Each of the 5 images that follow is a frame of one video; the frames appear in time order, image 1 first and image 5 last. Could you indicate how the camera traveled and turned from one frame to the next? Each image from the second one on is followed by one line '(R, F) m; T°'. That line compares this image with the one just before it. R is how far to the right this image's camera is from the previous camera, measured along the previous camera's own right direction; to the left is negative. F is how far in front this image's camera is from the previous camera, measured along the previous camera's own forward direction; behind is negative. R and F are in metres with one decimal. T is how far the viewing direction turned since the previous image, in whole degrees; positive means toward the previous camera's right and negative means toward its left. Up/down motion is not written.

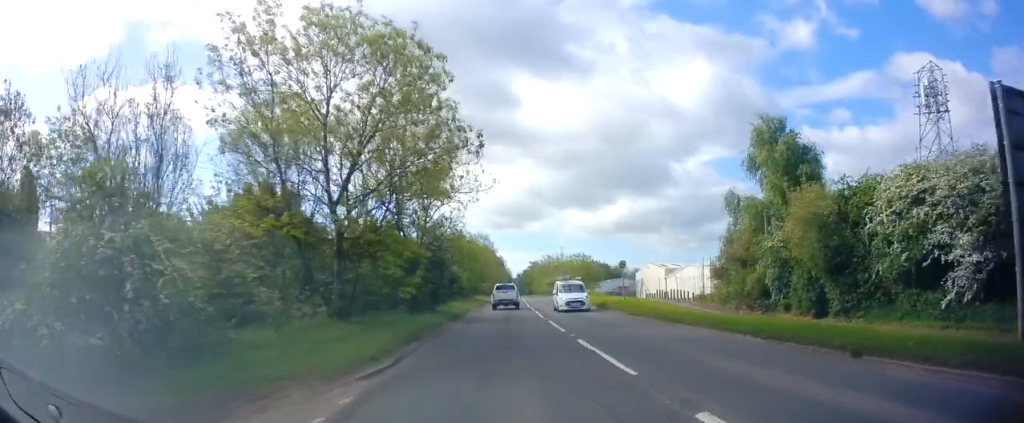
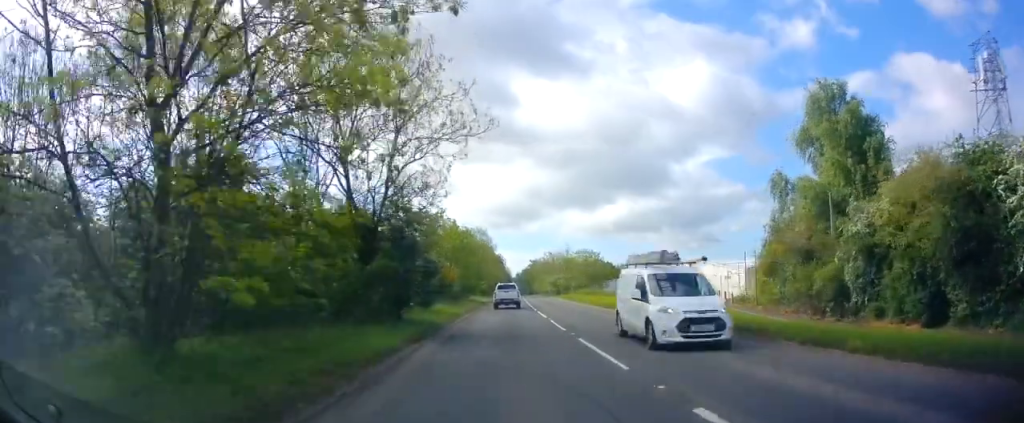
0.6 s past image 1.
(-0.1, +8.7) m; 0°
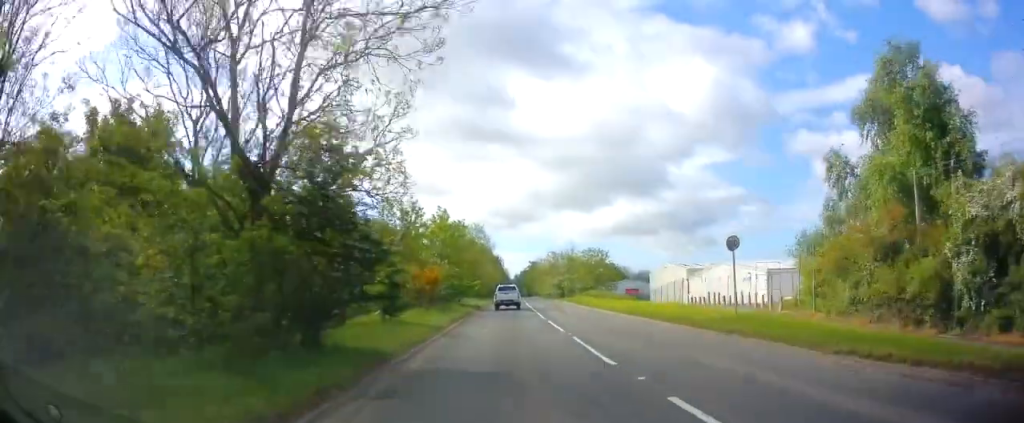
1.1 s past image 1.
(-0.1, +7.8) m; 0°
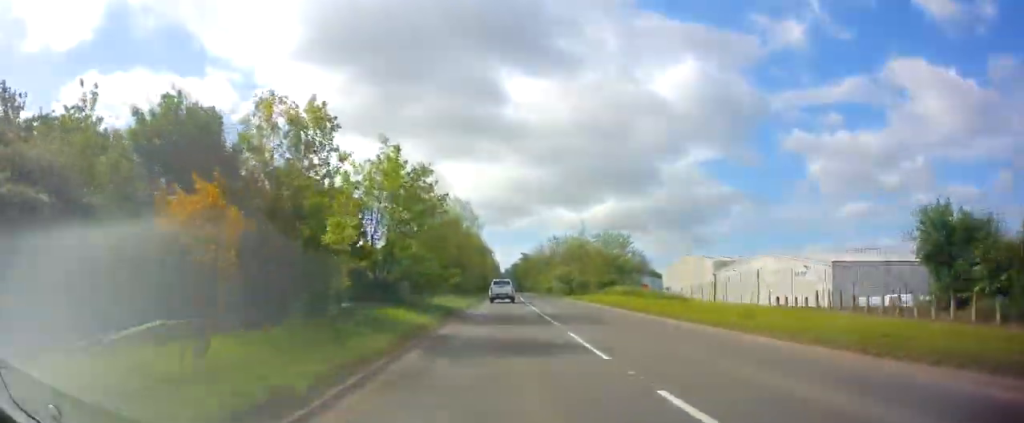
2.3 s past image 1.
(+0.2, +18.0) m; +1°
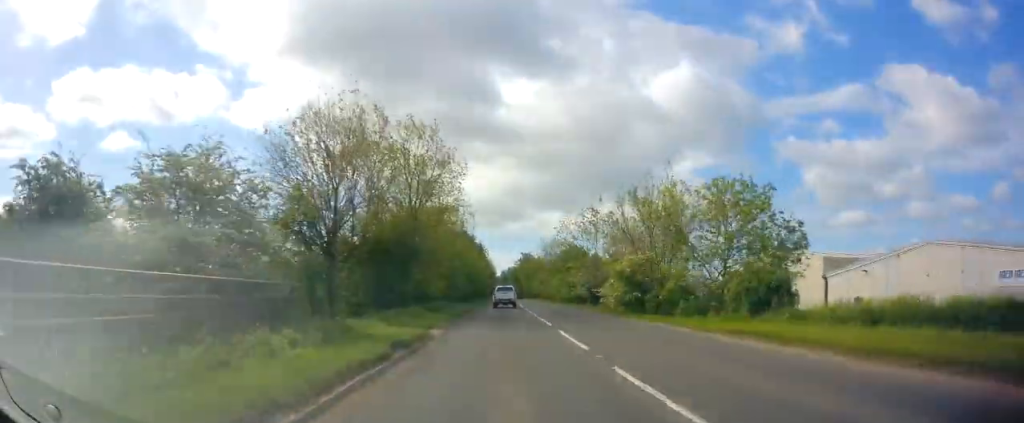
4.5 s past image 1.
(+0.2, +33.3) m; +1°
